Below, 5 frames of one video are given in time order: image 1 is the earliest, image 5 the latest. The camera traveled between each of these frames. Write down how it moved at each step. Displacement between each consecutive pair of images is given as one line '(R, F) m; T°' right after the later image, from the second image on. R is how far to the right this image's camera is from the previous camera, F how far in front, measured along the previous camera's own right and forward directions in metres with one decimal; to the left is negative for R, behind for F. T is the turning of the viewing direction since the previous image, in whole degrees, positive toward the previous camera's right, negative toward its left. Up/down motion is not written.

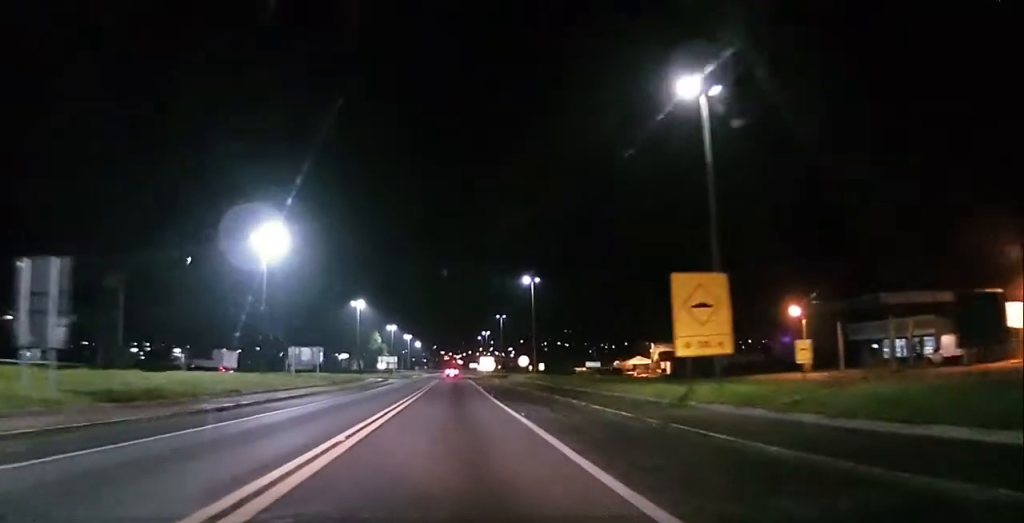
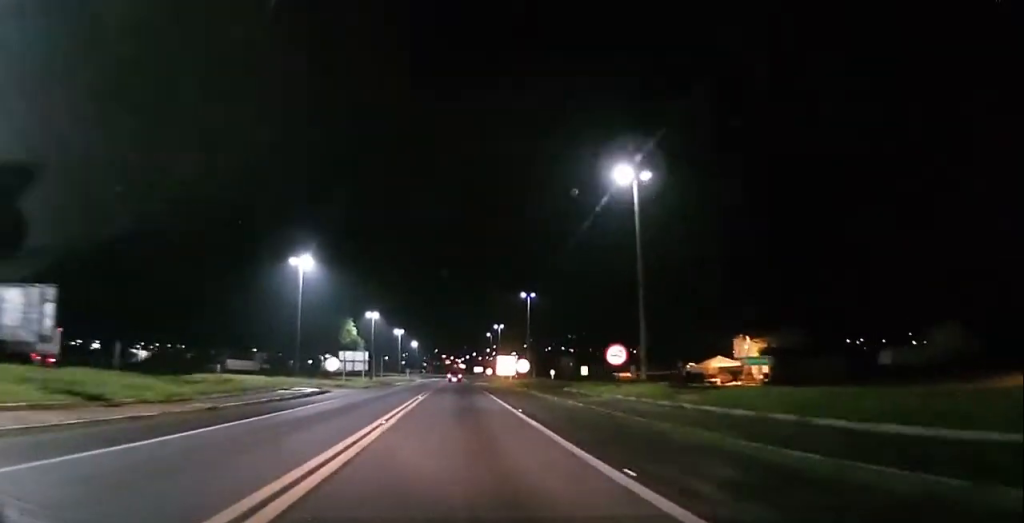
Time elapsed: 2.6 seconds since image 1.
(+0.4, +40.1) m; +2°
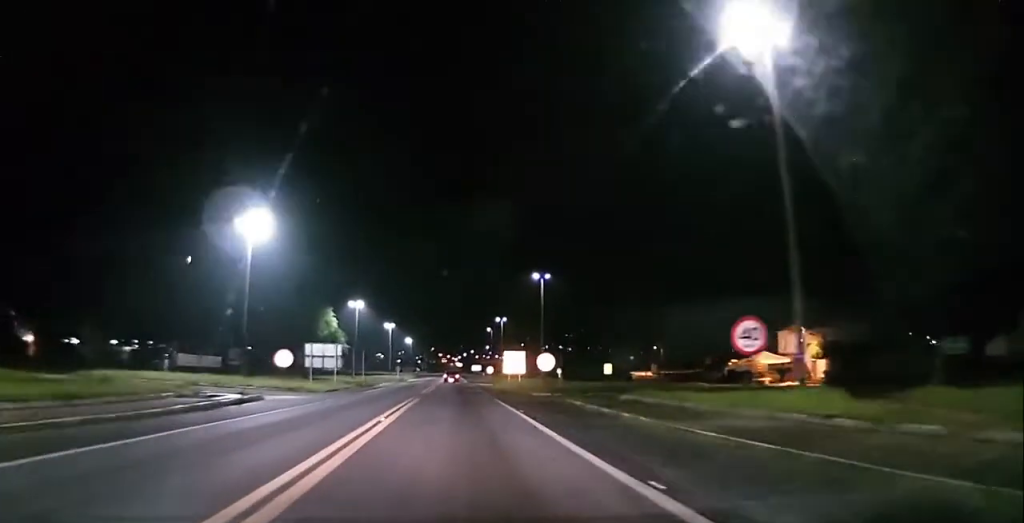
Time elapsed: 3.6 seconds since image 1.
(0.0, +15.5) m; -1°
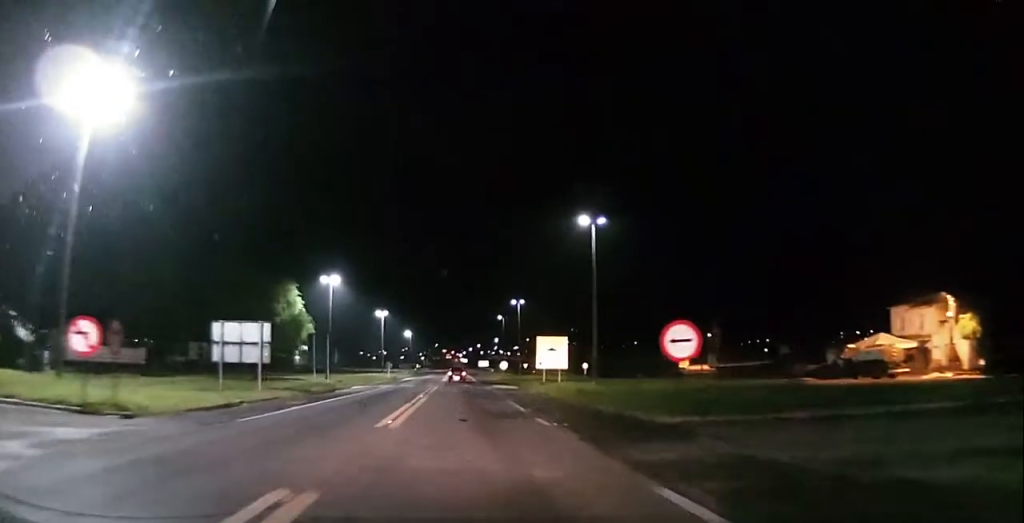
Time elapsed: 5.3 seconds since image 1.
(-0.5, +25.0) m; 0°
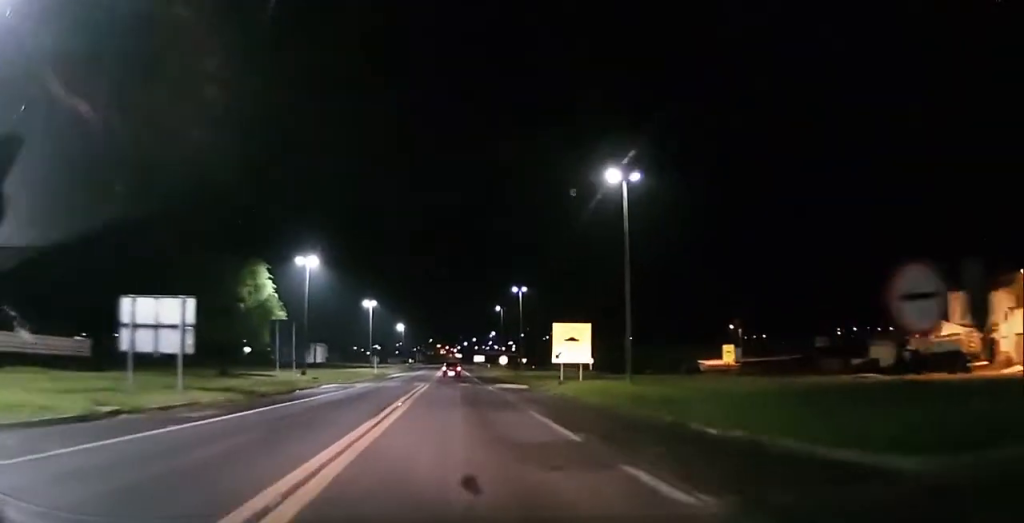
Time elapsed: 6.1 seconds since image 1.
(+0.2, +10.7) m; +1°
